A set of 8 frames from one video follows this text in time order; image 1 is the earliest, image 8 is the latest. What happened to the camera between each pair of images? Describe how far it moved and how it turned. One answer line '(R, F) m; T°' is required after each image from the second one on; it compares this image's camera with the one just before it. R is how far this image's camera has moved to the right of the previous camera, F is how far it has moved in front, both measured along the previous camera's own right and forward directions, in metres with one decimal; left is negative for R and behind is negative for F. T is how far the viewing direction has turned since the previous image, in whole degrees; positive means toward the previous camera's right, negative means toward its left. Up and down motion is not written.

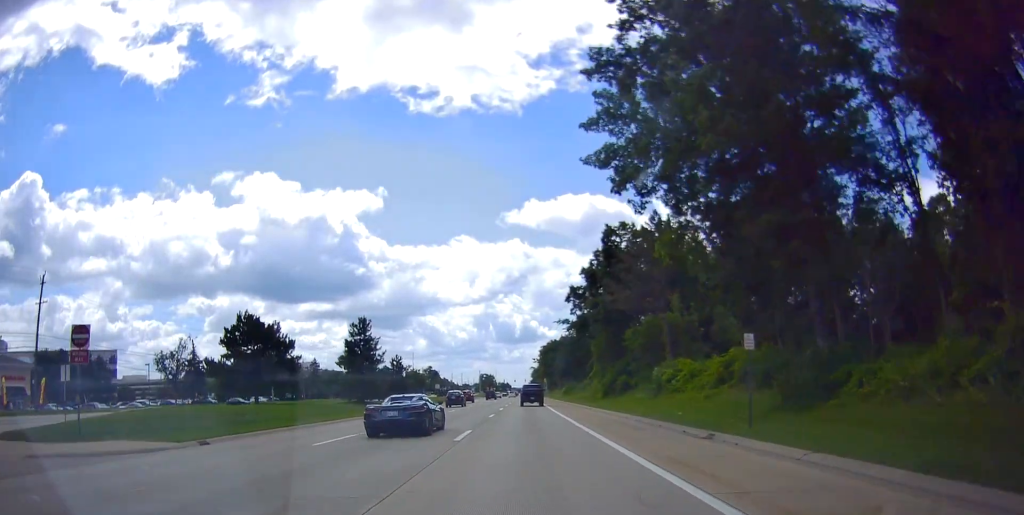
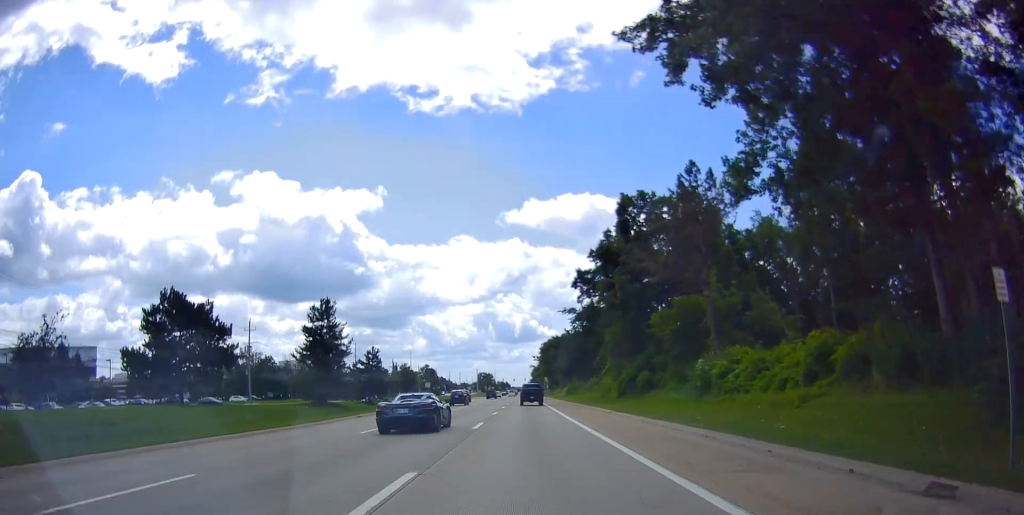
(+0.1, +9.9) m; -1°
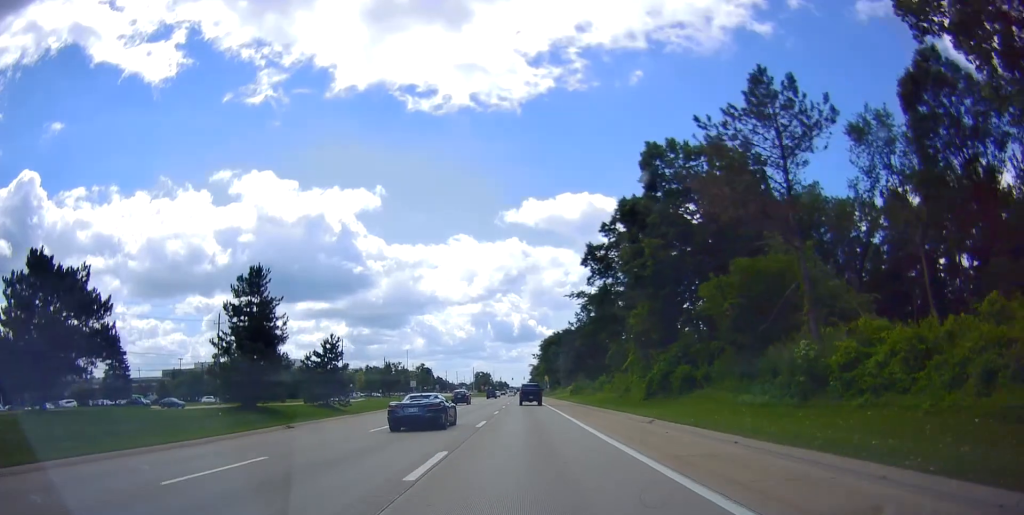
(-0.4, +11.4) m; -1°
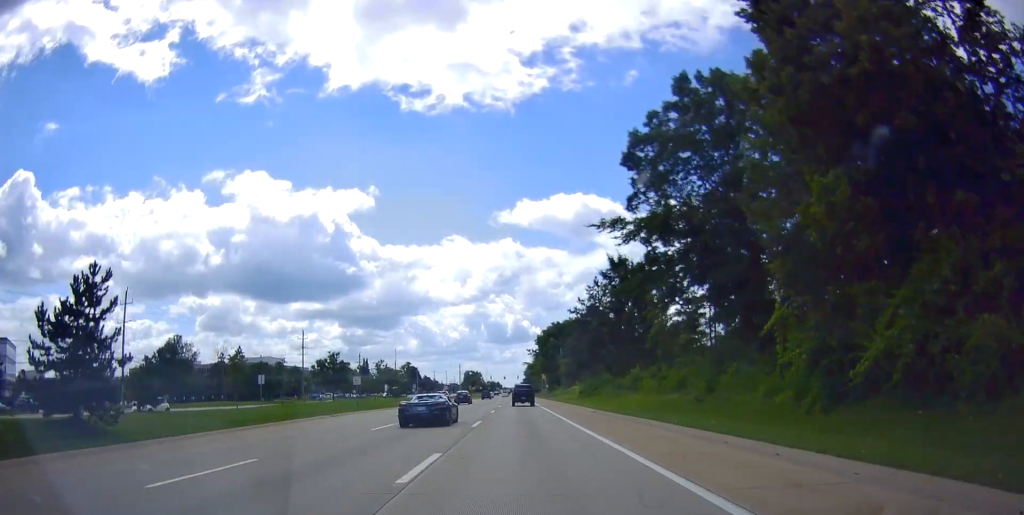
(+0.1, +25.1) m; 0°
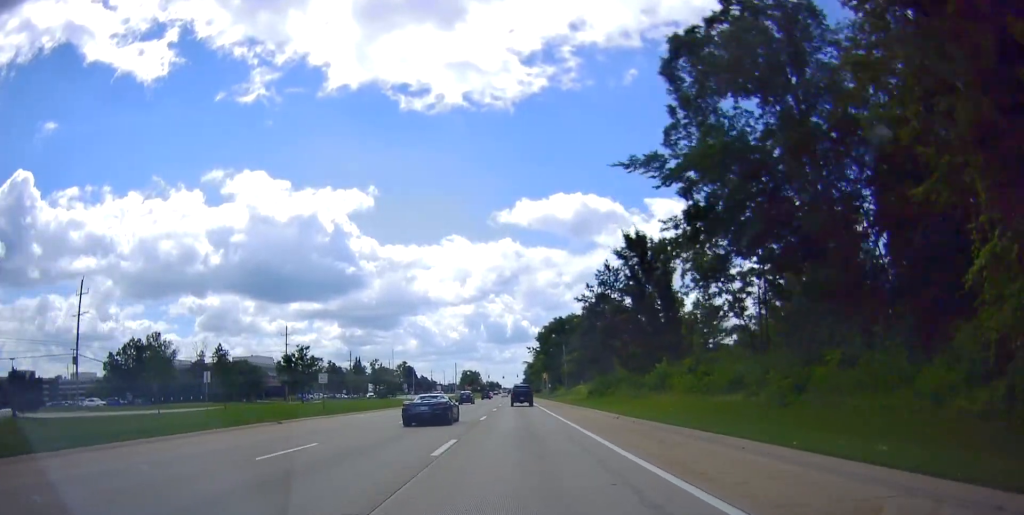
(-0.1, +9.7) m; 0°
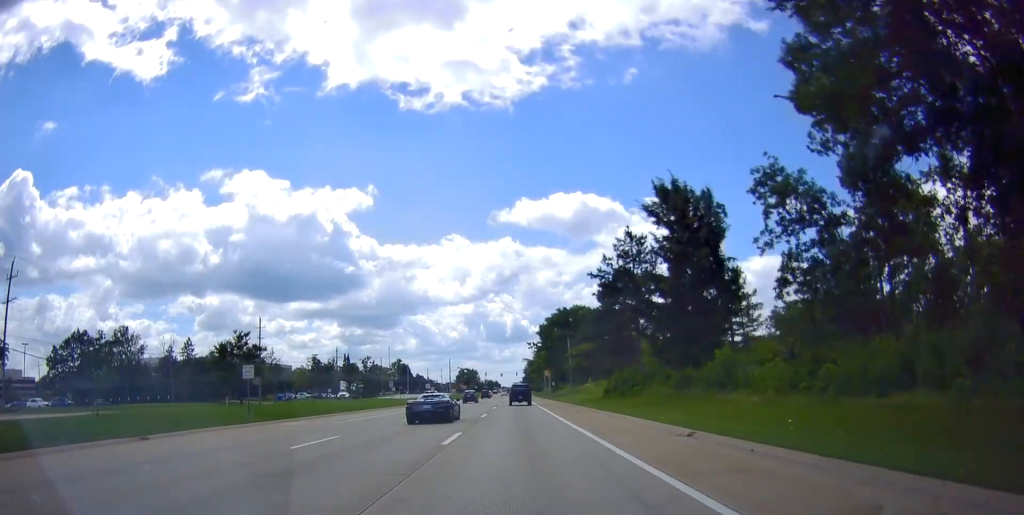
(-0.1, +13.3) m; -1°
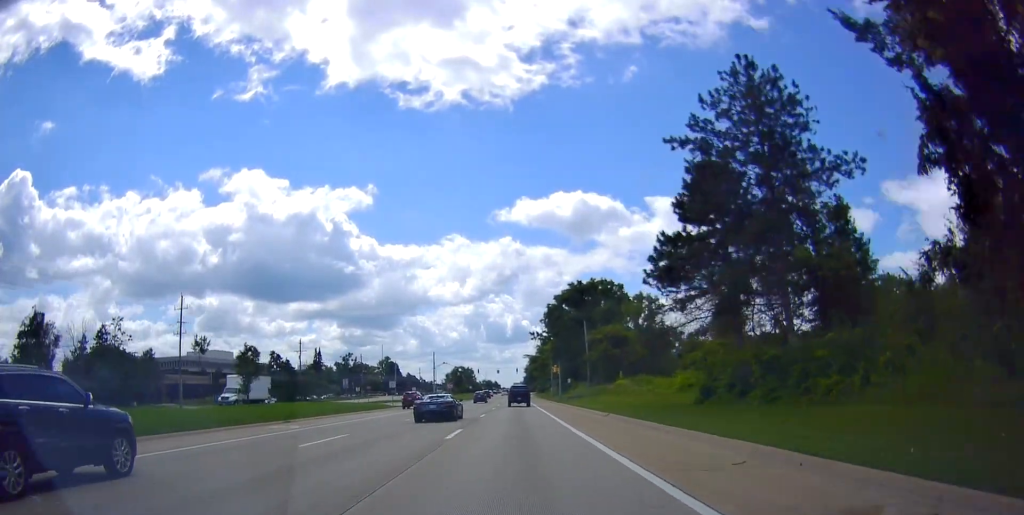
(+0.3, +29.3) m; +2°
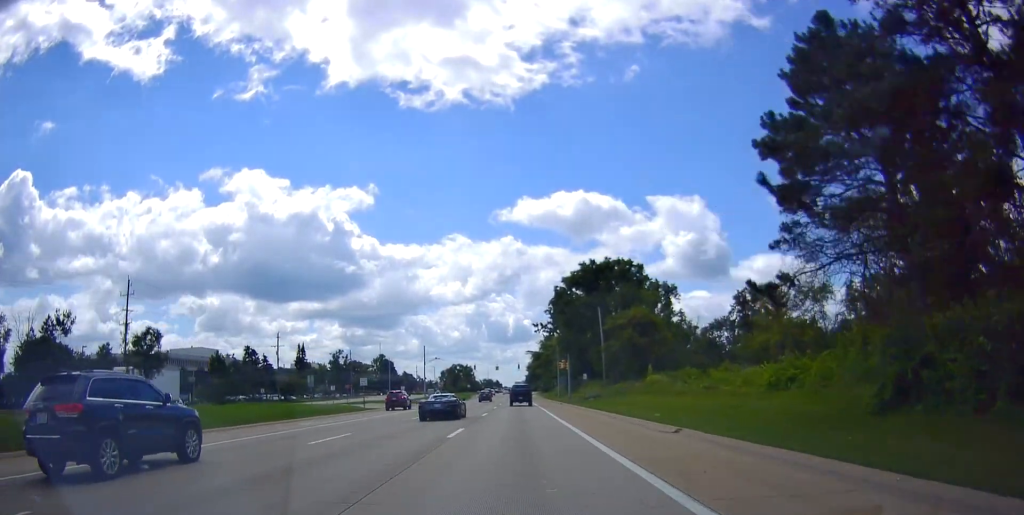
(+0.1, +14.4) m; +1°
